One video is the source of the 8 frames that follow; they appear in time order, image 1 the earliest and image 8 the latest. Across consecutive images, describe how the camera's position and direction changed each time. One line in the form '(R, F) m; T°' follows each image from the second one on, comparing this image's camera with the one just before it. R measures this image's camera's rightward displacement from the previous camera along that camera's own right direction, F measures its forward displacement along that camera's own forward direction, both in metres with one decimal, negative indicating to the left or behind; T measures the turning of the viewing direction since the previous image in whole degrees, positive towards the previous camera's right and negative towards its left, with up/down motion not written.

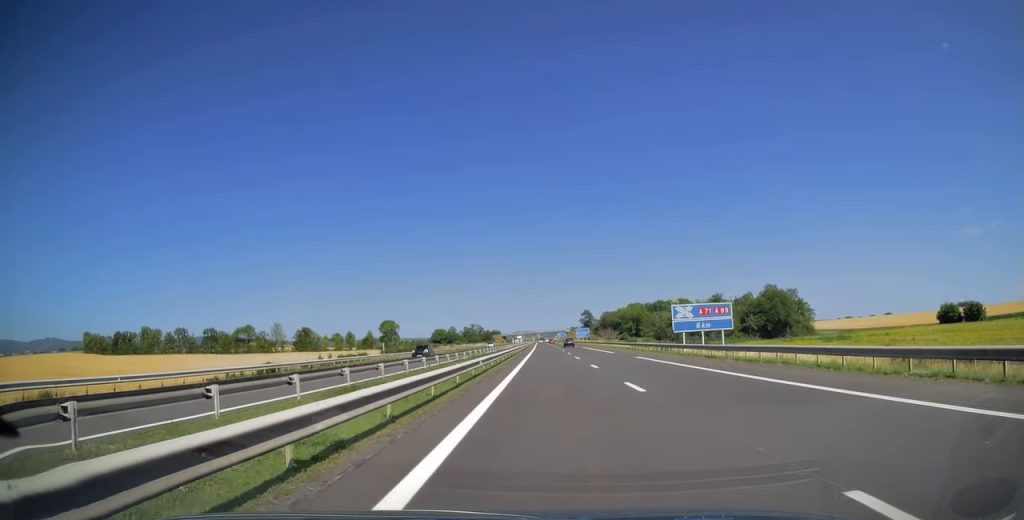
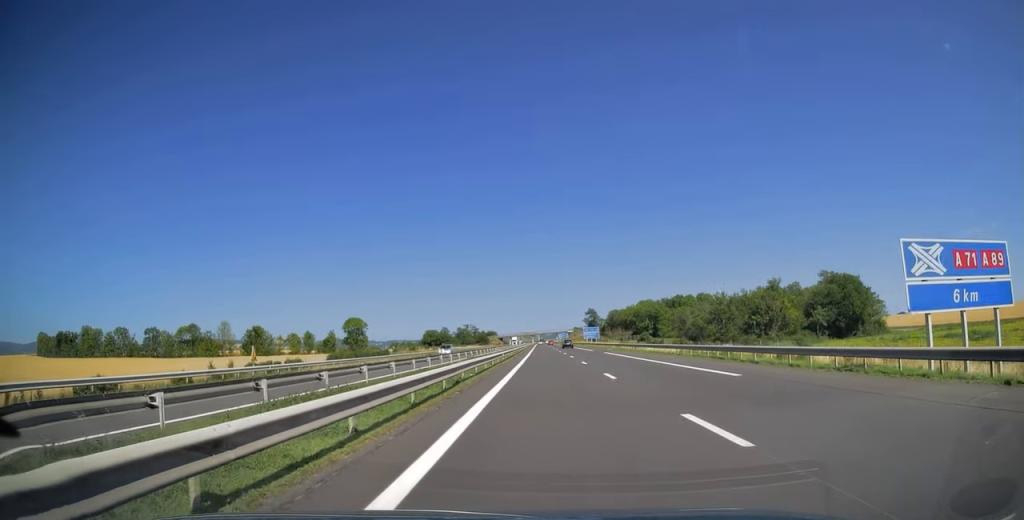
(+0.1, +33.7) m; 0°
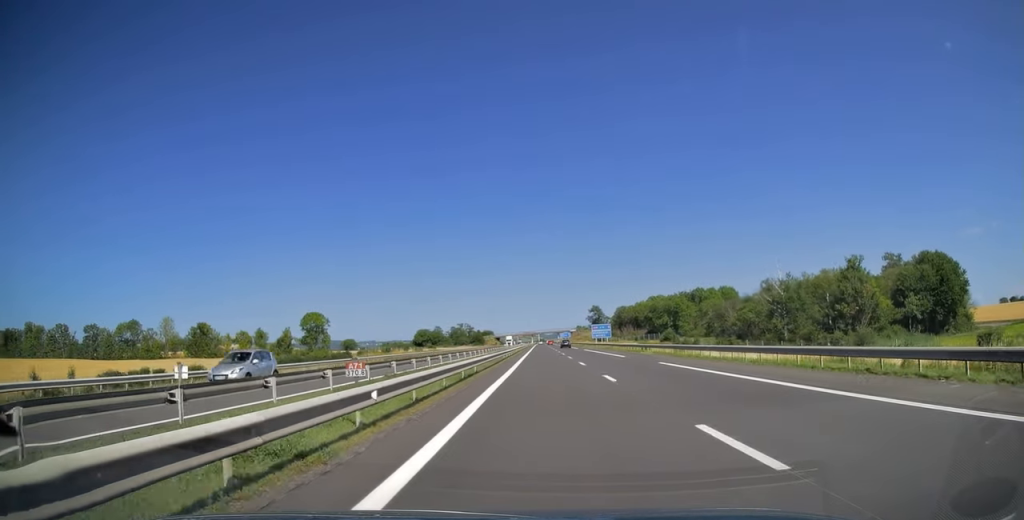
(-0.2, +27.2) m; 0°
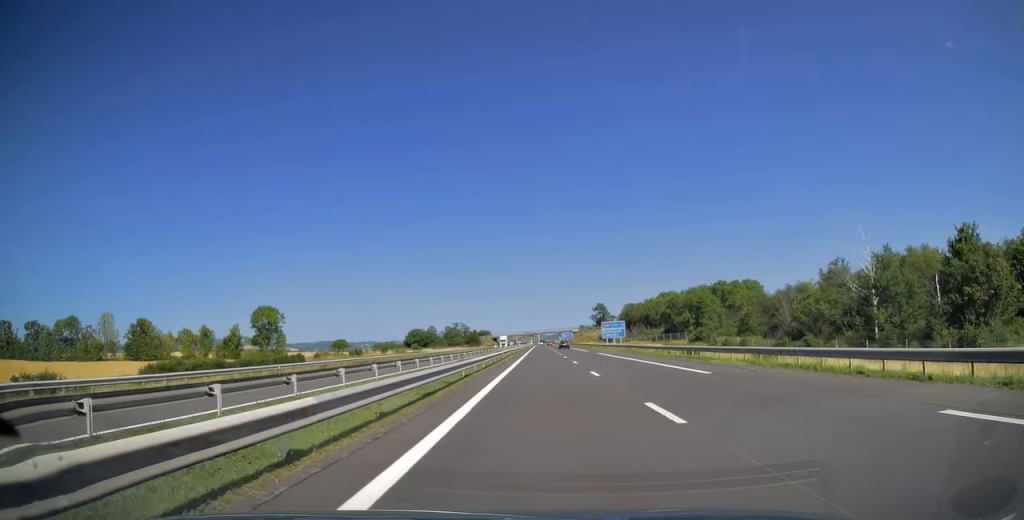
(0.0, +22.4) m; 0°
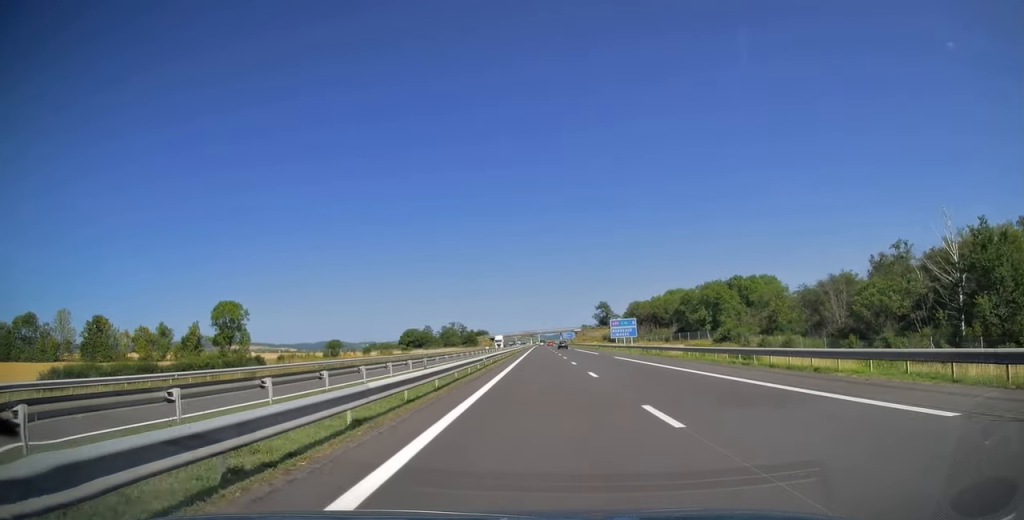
(+0.1, +13.4) m; 0°
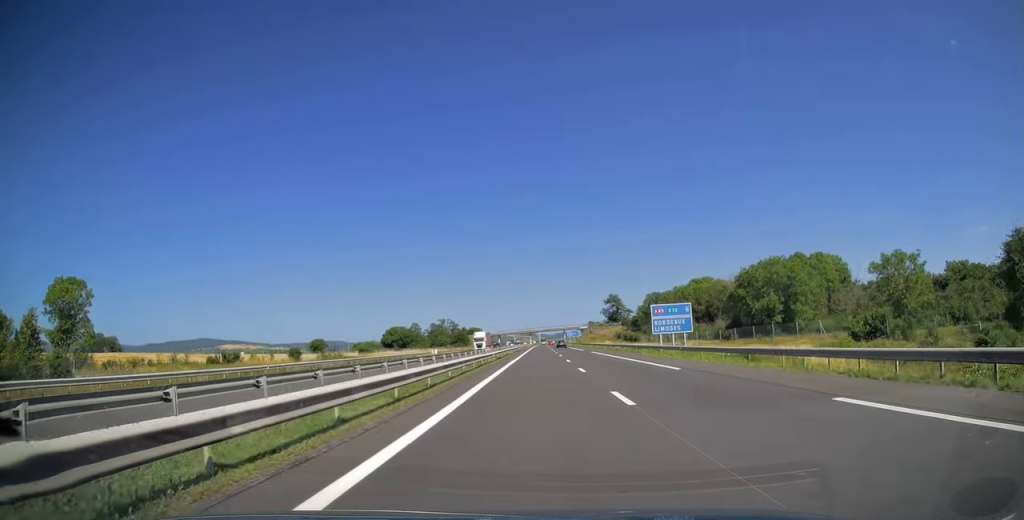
(+0.1, +35.8) m; 0°
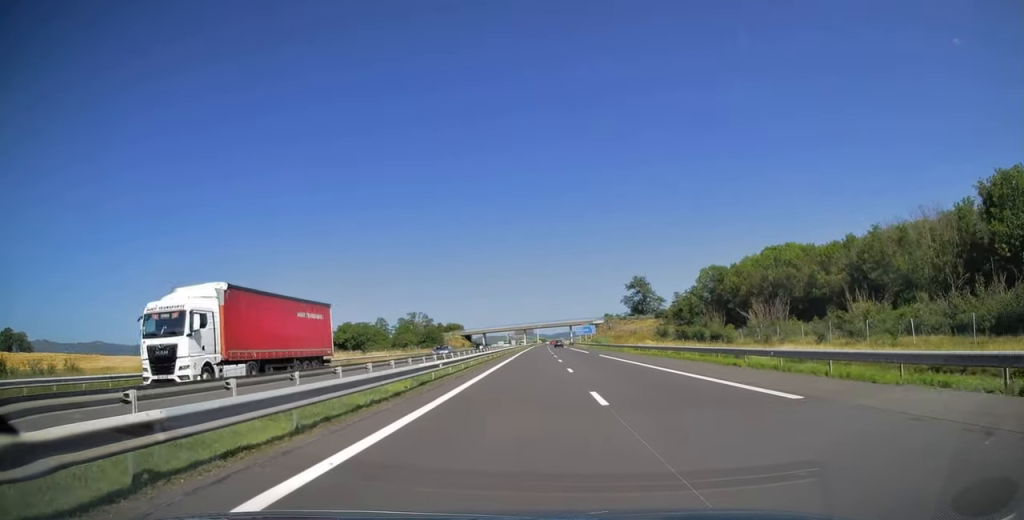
(-0.1, +64.6) m; 0°
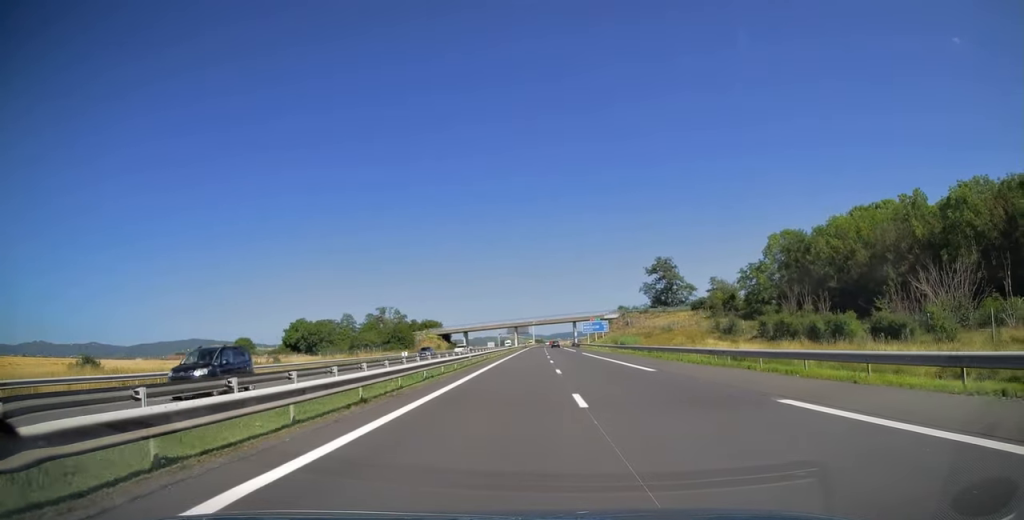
(-0.1, +39.0) m; 0°
